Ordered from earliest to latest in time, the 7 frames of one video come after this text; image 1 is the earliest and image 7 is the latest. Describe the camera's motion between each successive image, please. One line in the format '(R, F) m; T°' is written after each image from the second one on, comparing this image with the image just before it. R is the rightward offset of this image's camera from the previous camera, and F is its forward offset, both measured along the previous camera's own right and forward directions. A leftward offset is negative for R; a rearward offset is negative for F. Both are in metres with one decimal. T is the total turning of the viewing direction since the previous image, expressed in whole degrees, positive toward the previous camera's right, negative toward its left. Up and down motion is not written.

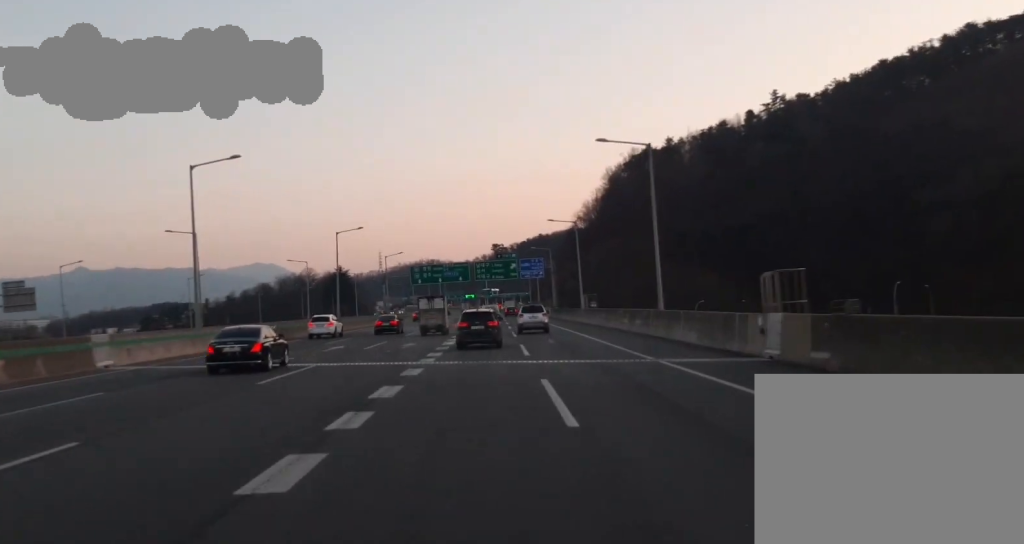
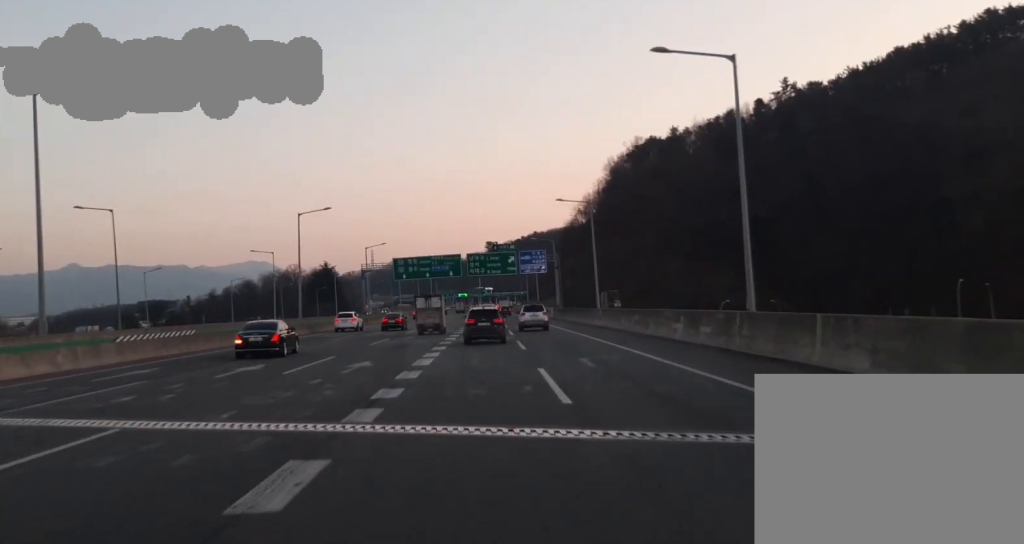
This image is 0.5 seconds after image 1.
(-0.1, +17.7) m; 0°
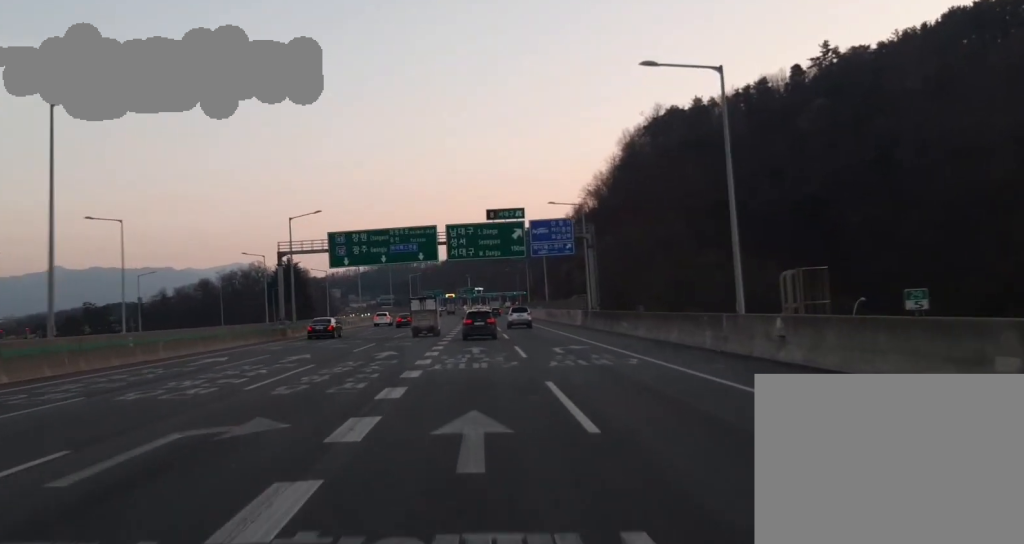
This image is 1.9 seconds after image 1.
(+0.5, +44.5) m; +1°
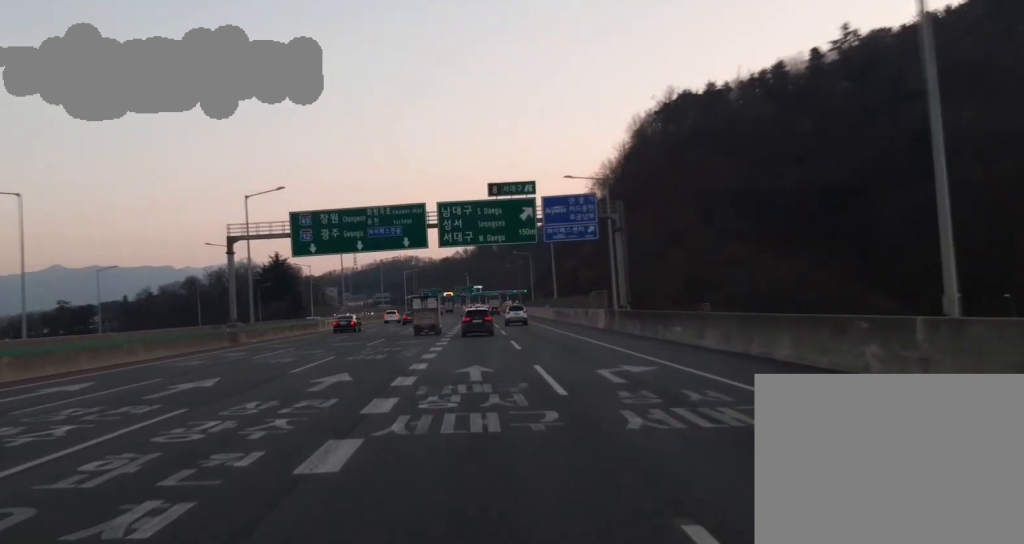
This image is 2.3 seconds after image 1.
(-0.1, +15.4) m; 0°
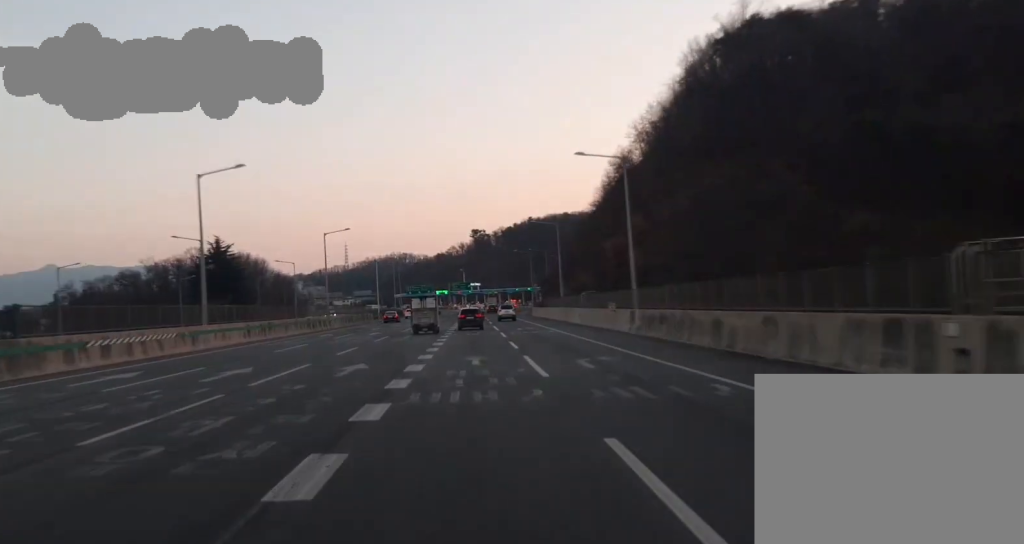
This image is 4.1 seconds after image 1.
(+0.6, +56.8) m; +1°
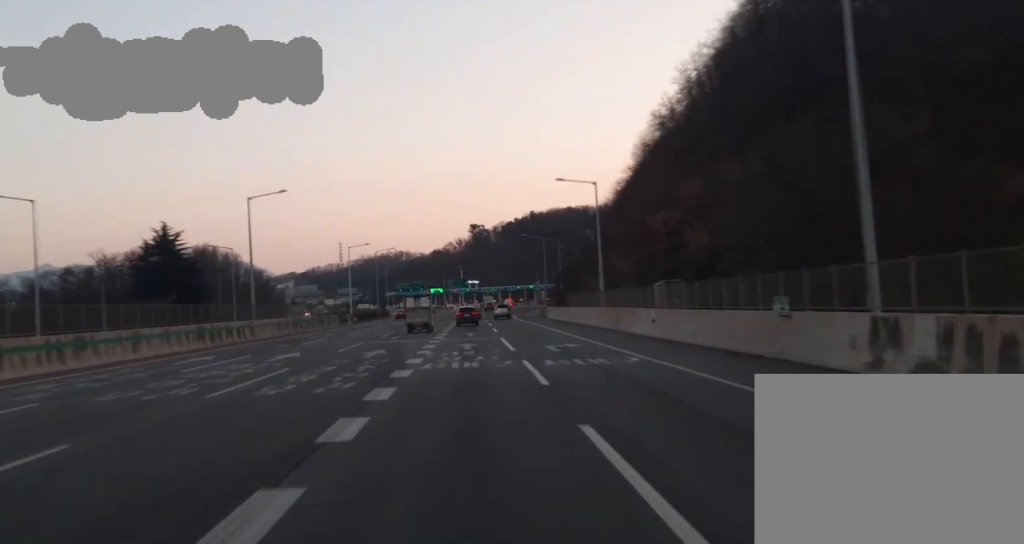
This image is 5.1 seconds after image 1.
(0.0, +32.5) m; 0°
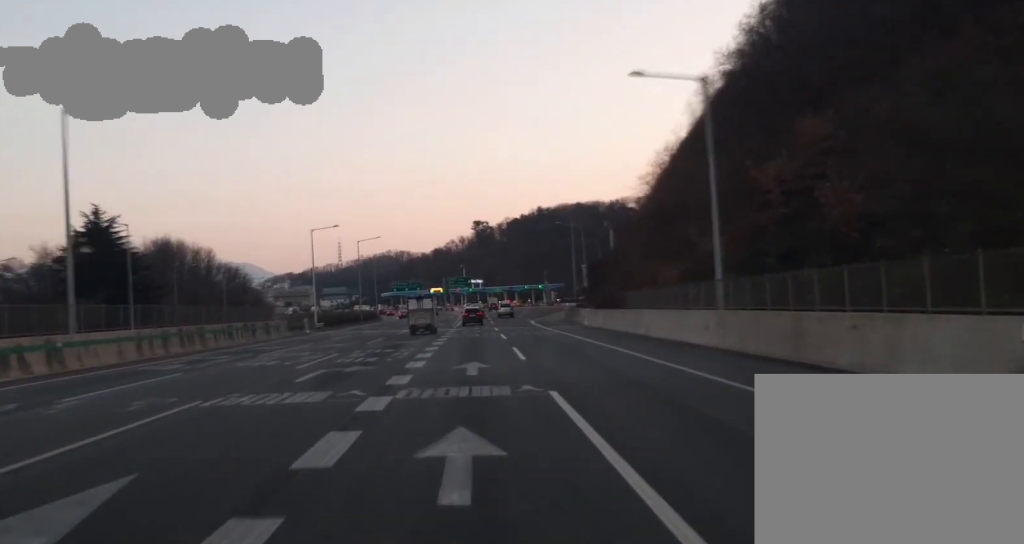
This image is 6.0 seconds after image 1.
(-0.2, +30.4) m; -1°
